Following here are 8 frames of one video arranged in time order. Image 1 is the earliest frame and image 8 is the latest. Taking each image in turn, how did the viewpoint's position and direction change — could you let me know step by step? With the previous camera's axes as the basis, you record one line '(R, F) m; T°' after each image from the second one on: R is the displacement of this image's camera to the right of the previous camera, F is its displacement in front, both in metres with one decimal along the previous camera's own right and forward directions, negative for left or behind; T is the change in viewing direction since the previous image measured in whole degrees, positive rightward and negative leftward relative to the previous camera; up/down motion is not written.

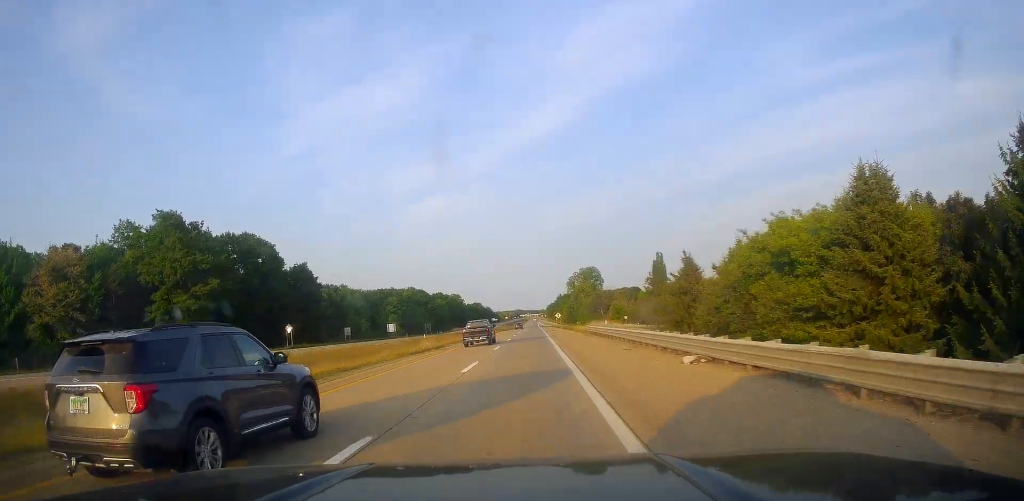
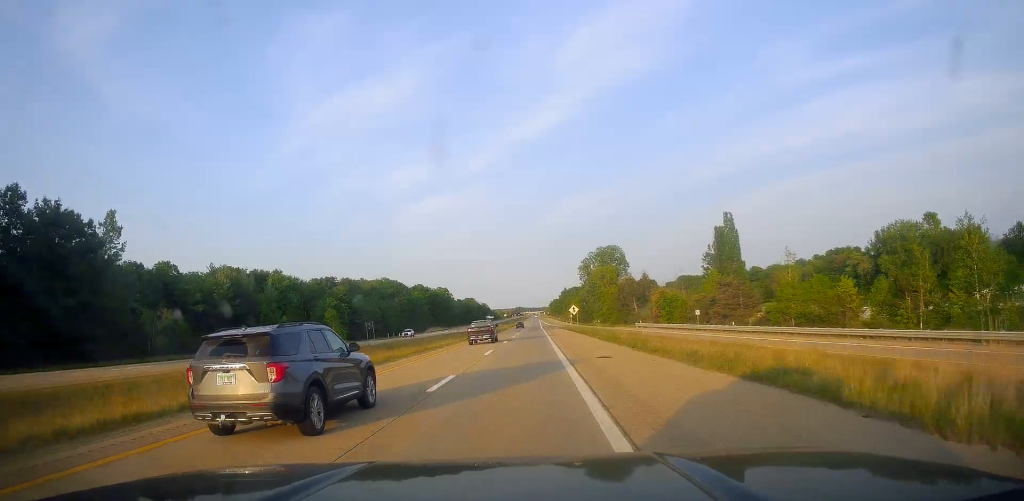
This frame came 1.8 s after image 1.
(-0.6, +65.8) m; 0°
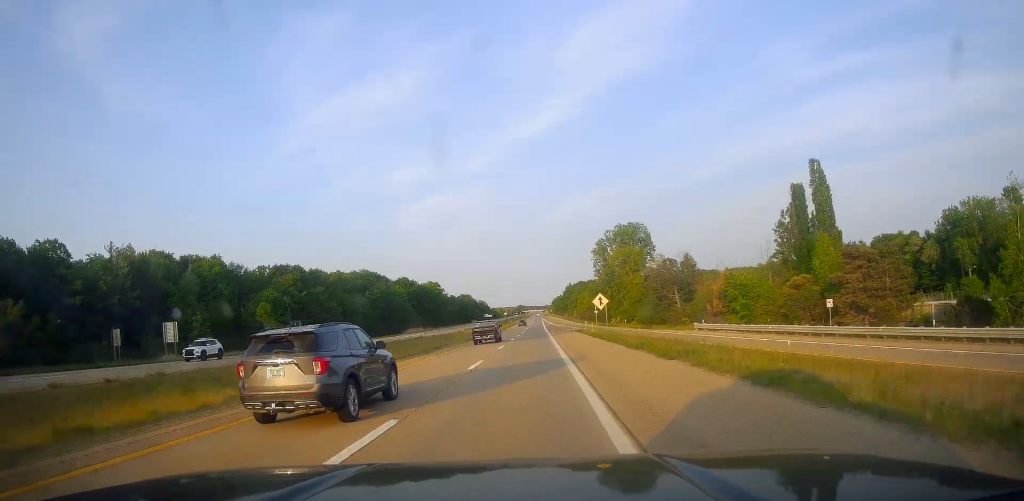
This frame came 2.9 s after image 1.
(+0.4, +38.3) m; 0°
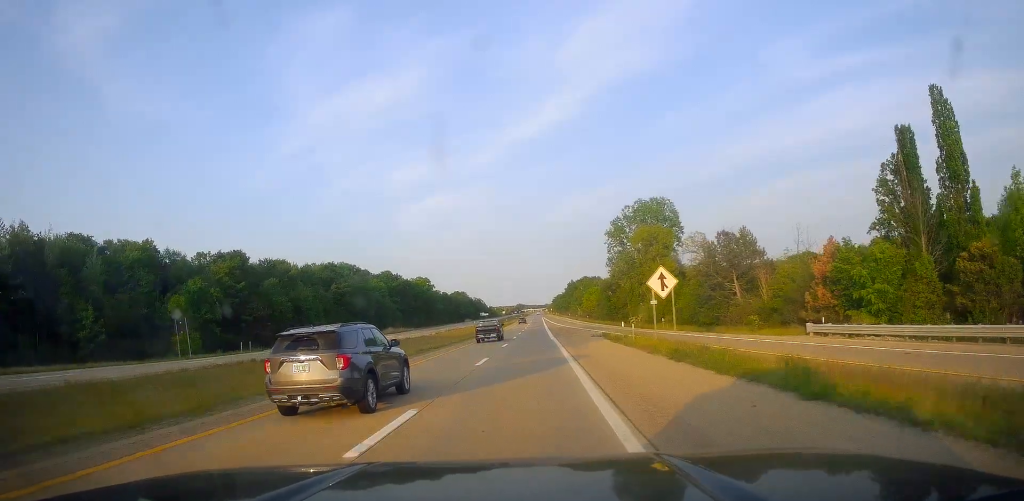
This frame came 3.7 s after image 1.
(-0.4, +28.9) m; -1°
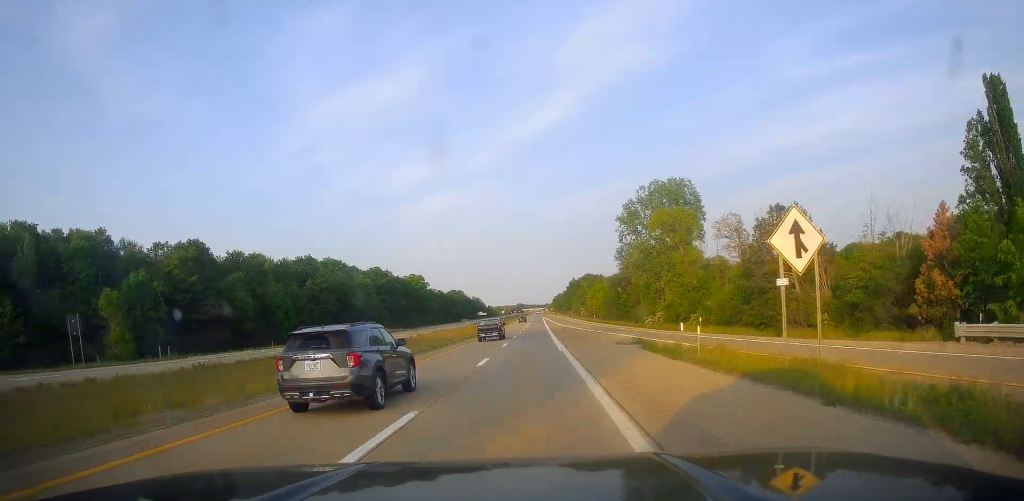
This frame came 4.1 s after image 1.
(0.0, +15.9) m; 0°
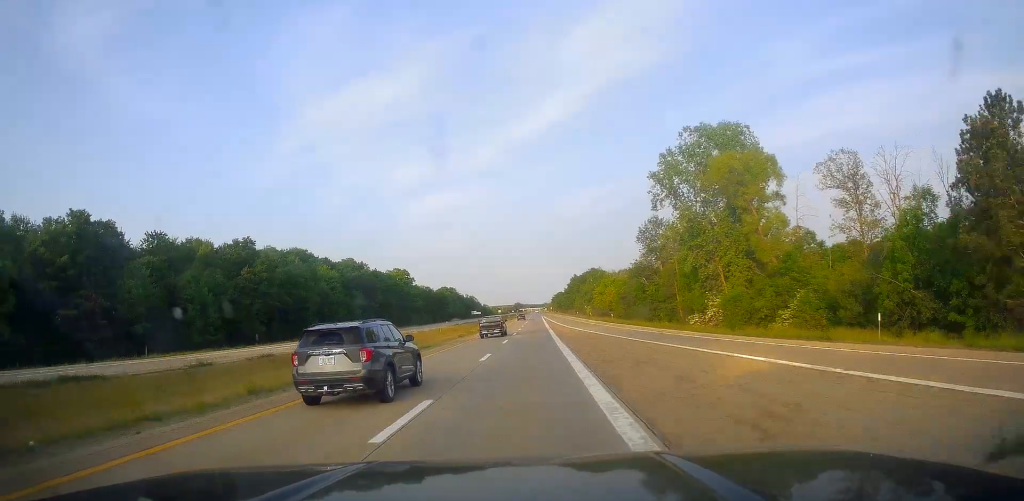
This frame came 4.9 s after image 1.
(0.0, +29.4) m; 0°
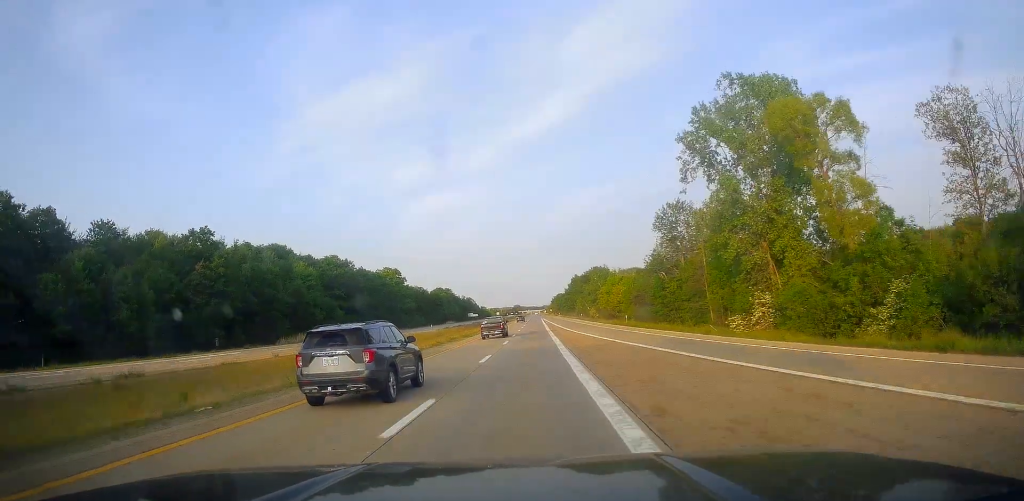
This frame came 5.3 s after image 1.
(0.0, +14.8) m; 0°
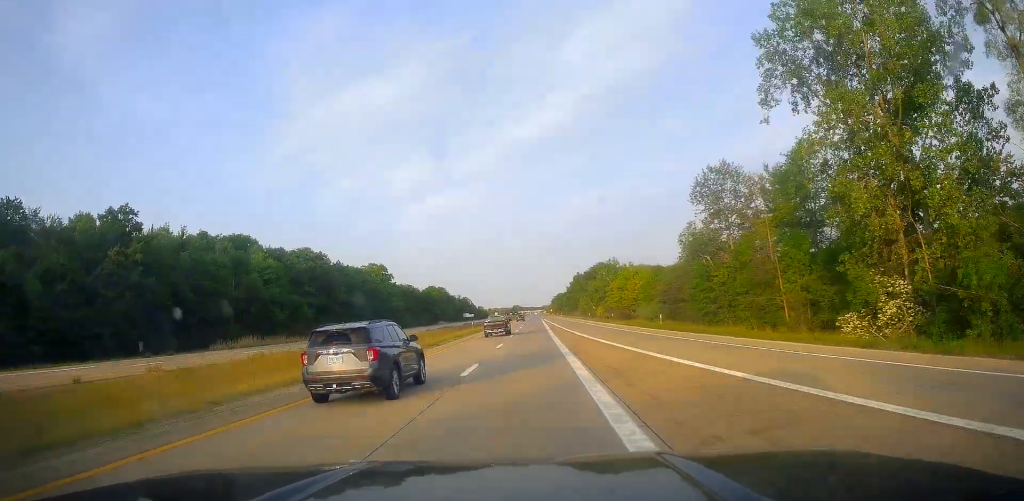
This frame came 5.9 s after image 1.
(0.0, +21.0) m; 0°
